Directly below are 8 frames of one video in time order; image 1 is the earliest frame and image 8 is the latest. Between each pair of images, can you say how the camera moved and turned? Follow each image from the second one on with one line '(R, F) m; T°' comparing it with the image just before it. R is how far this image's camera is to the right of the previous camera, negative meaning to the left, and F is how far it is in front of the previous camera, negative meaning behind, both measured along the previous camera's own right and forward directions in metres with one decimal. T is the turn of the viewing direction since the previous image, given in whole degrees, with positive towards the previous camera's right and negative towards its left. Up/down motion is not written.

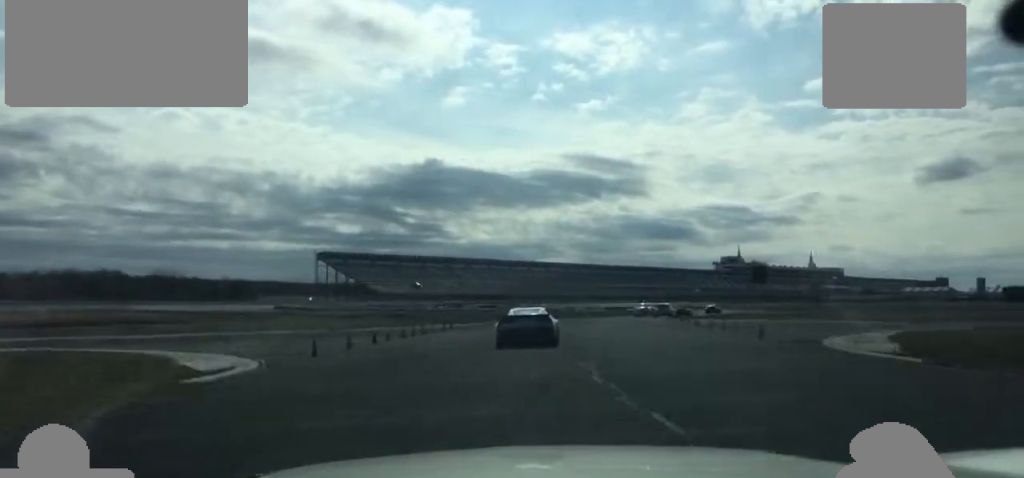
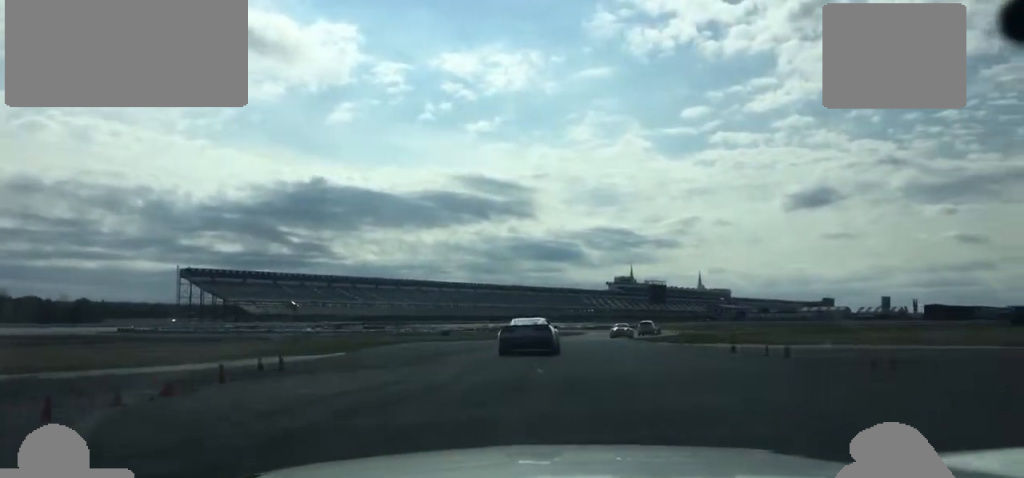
(+0.8, +24.9) m; +6°
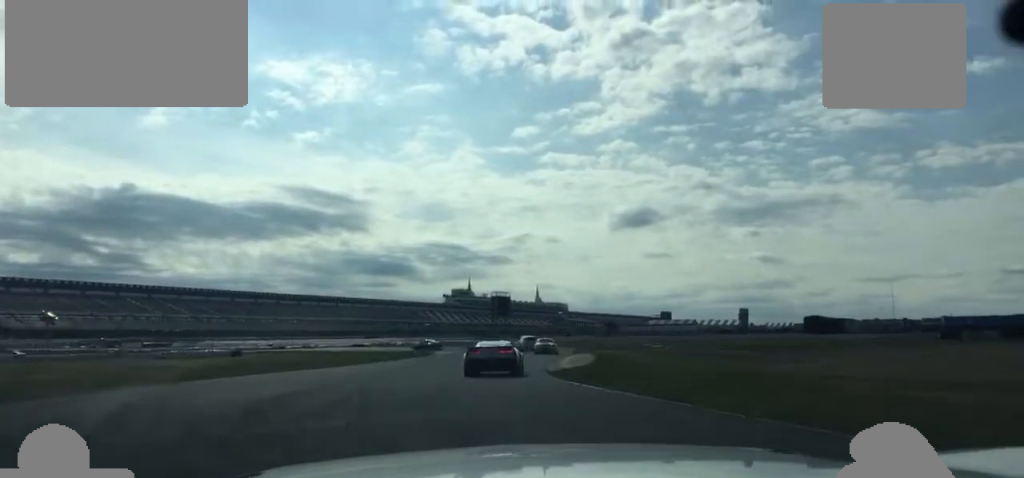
(+3.1, +34.6) m; +9°
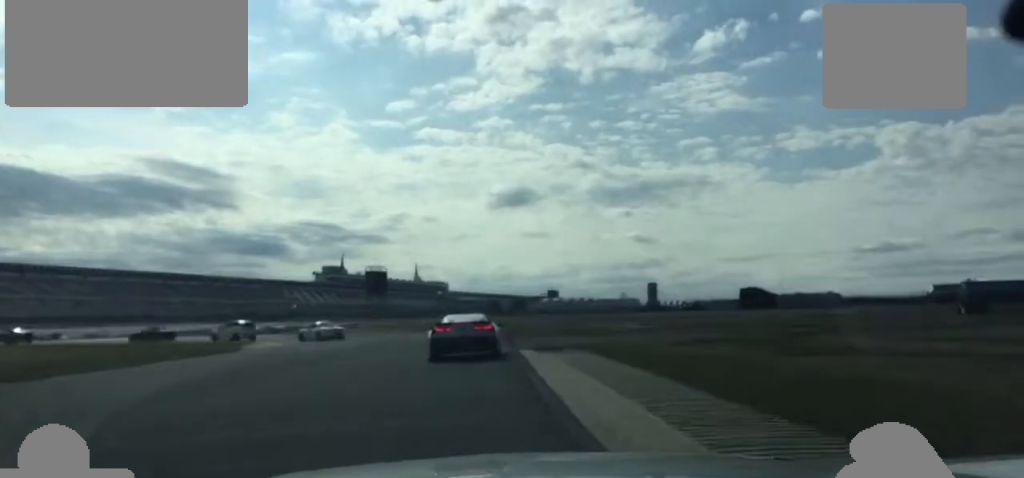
(+2.3, +31.8) m; +7°
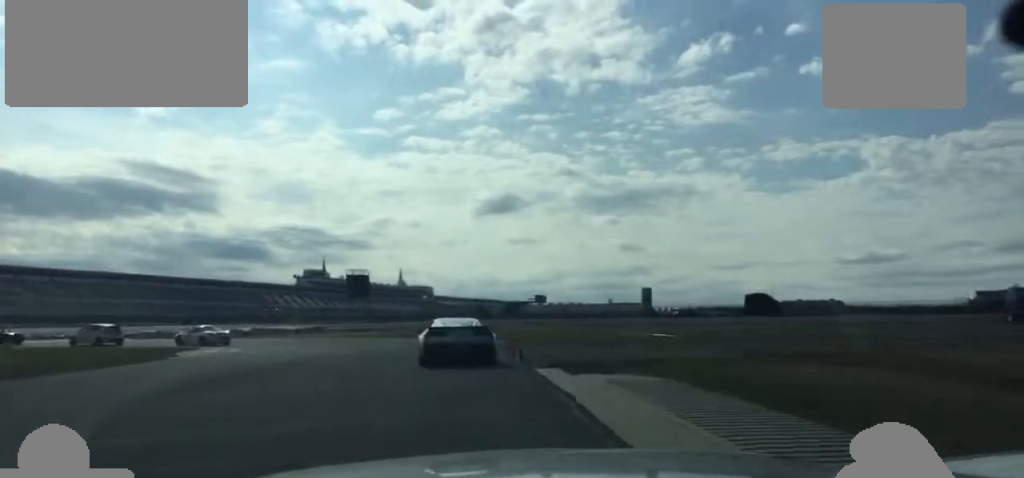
(+0.1, +9.7) m; 0°
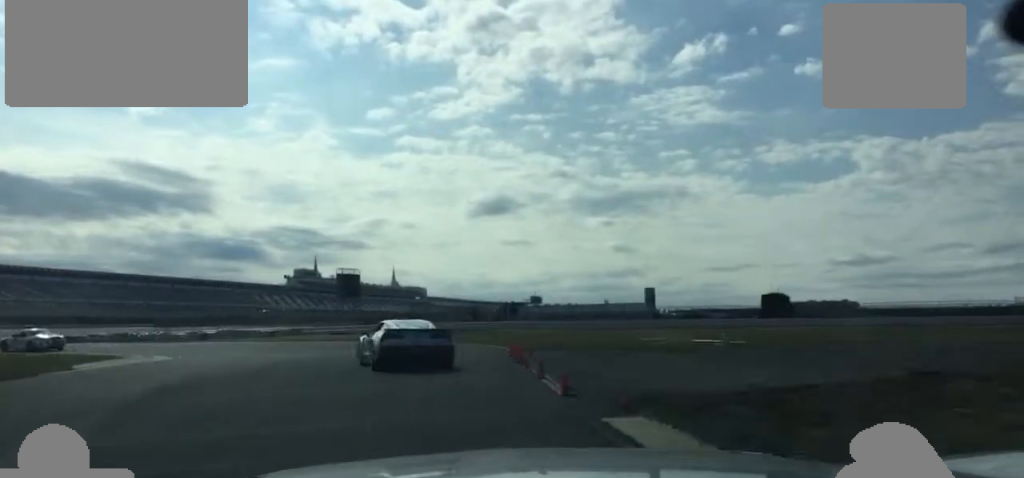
(+0.2, +10.1) m; -3°
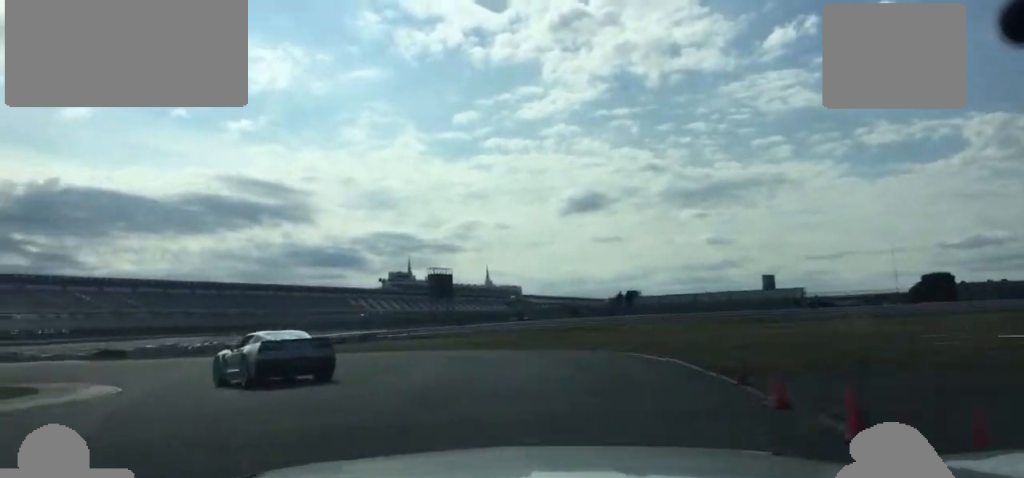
(-0.7, +16.2) m; -9°
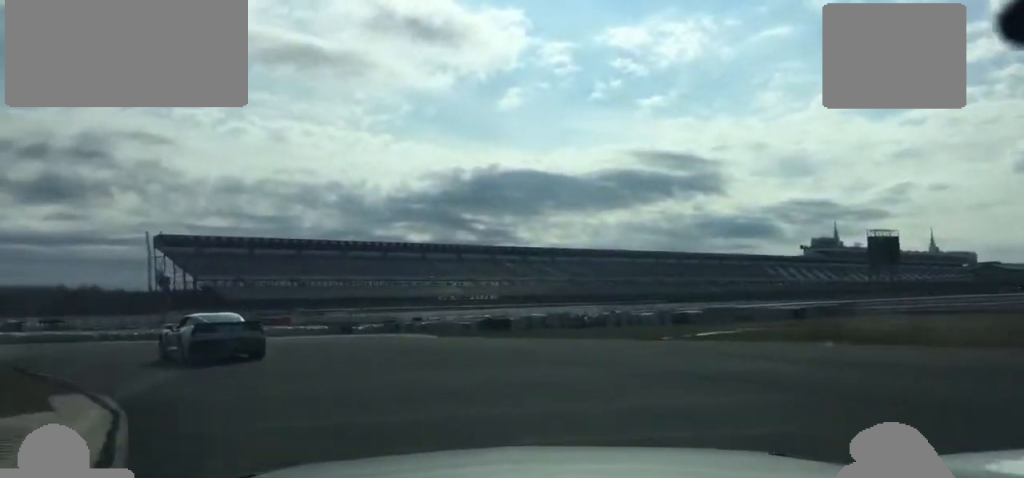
(-4.2, +23.0) m; -24°
